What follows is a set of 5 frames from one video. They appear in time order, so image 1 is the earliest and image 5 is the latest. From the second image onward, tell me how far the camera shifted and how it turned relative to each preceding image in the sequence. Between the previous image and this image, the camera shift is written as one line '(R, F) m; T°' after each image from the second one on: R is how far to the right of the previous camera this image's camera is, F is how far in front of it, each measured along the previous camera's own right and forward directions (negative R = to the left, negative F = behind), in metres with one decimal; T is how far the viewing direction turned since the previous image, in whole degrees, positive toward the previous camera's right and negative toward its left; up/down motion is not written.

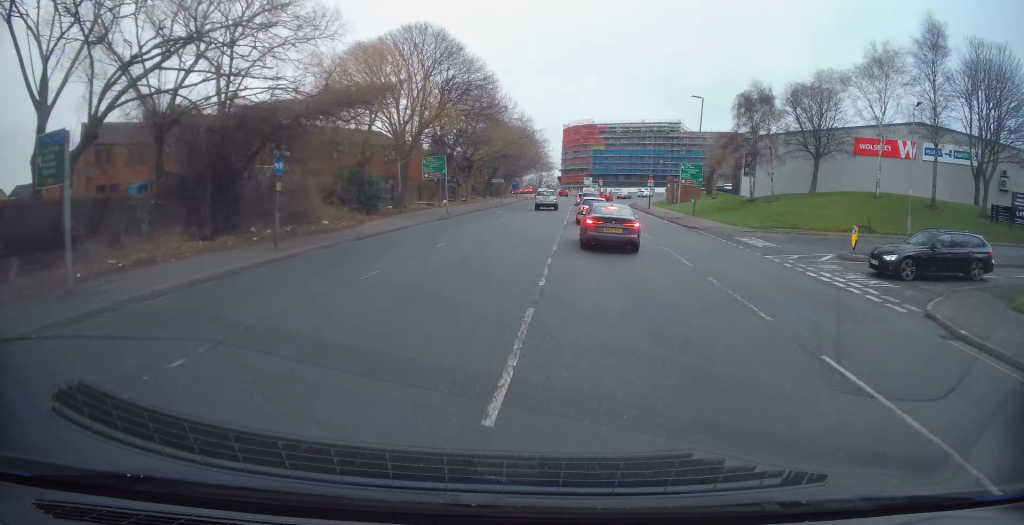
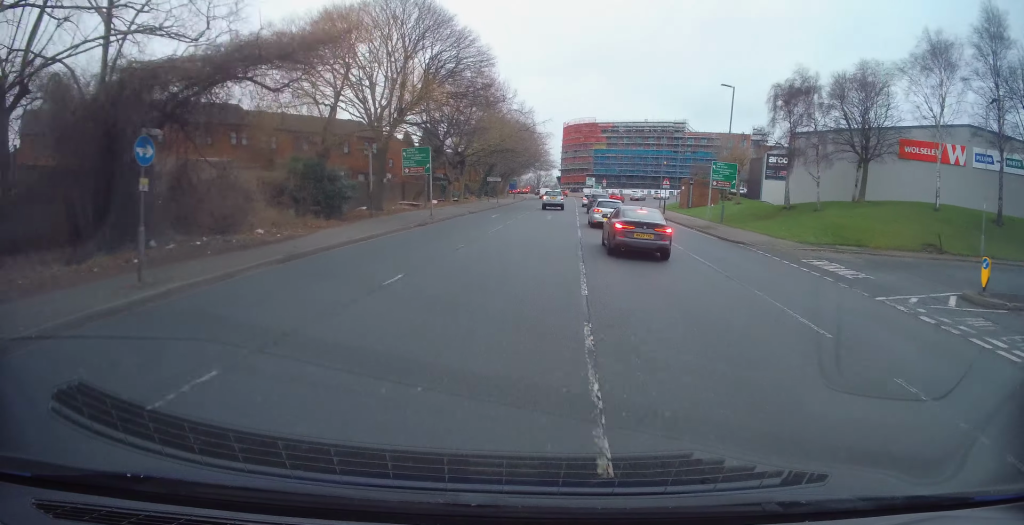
(+0.3, +7.2) m; +1°
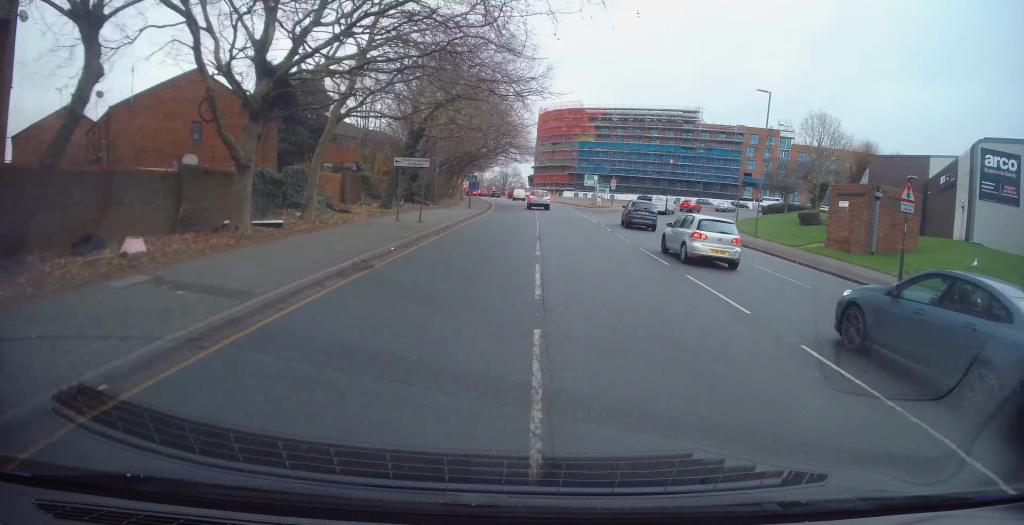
(+1.3, +38.6) m; +4°
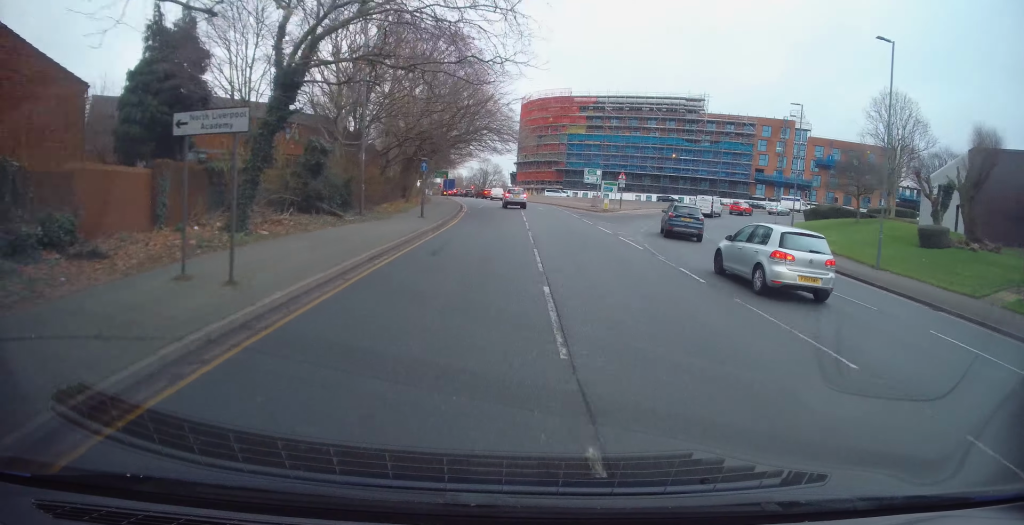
(+0.3, +15.2) m; +2°
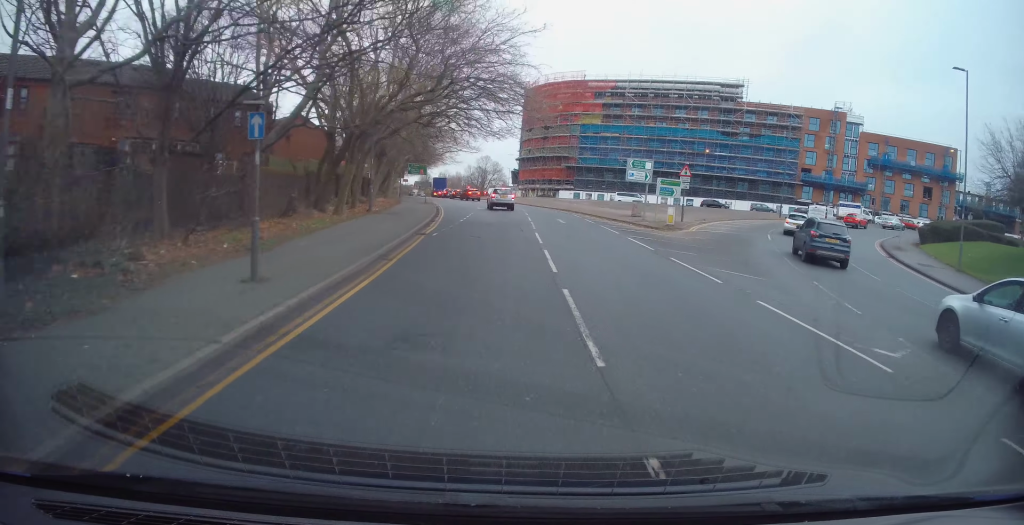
(+0.2, +18.6) m; -1°
